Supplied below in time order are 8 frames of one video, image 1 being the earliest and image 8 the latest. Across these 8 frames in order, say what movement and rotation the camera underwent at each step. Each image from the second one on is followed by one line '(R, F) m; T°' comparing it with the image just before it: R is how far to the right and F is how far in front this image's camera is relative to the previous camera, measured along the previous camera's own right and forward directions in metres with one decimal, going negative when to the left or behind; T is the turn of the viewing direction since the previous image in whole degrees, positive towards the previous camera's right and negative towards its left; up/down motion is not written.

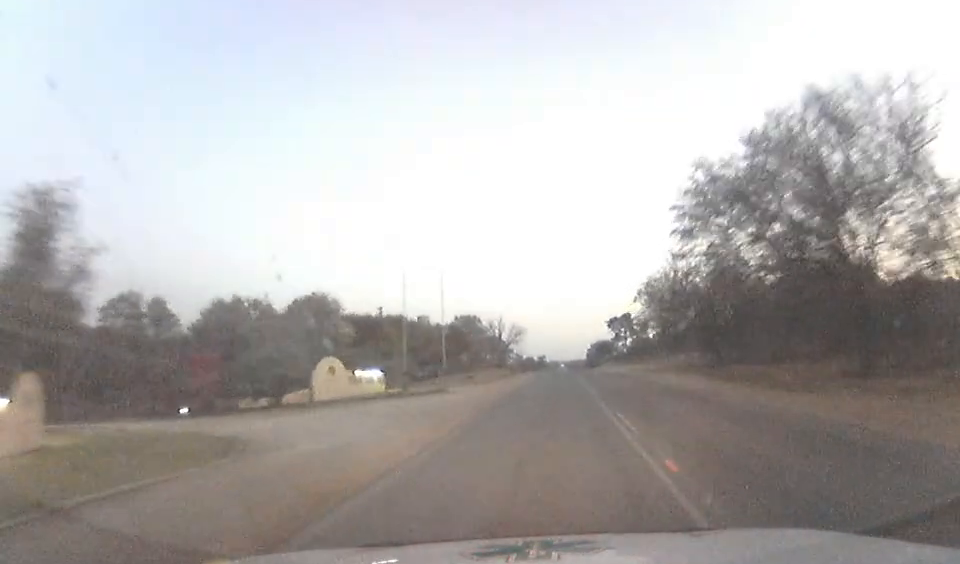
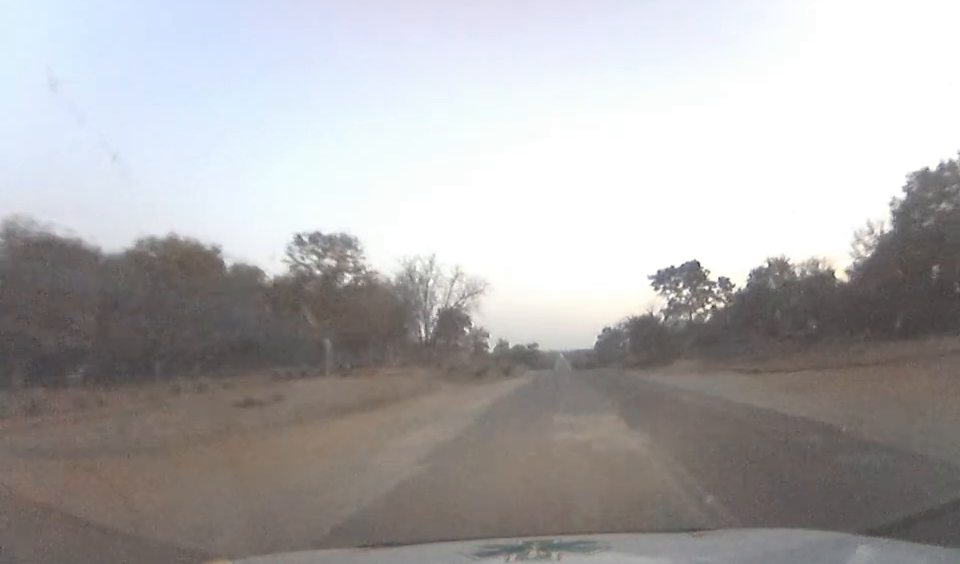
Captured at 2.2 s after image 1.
(0.0, +68.2) m; 0°
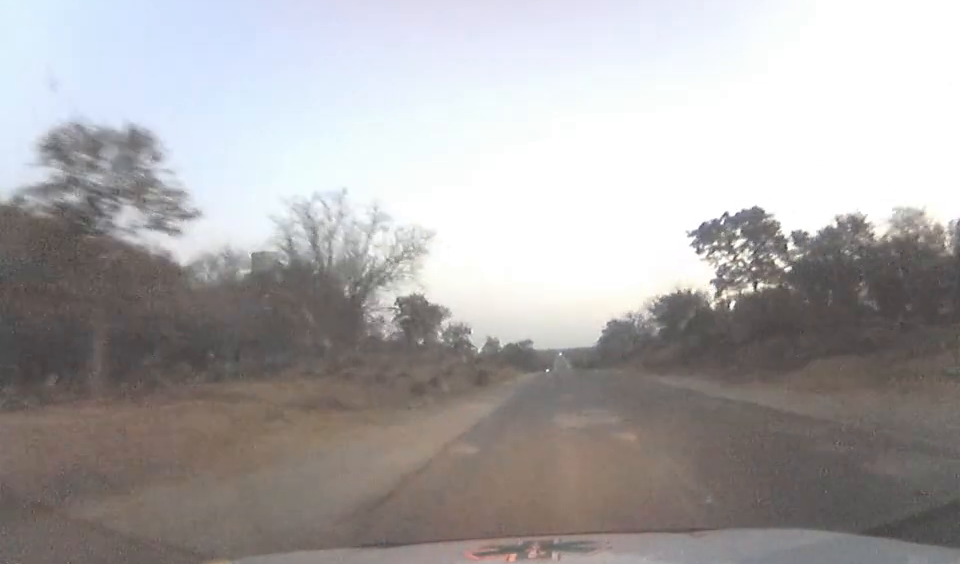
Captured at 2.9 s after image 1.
(0.0, +23.2) m; 0°
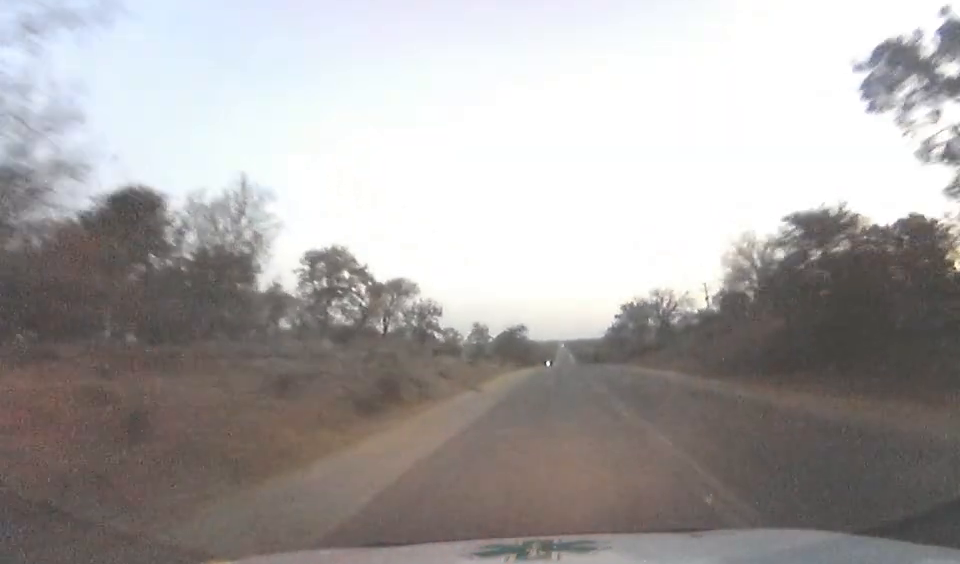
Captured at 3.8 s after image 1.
(0.0, +27.6) m; 0°
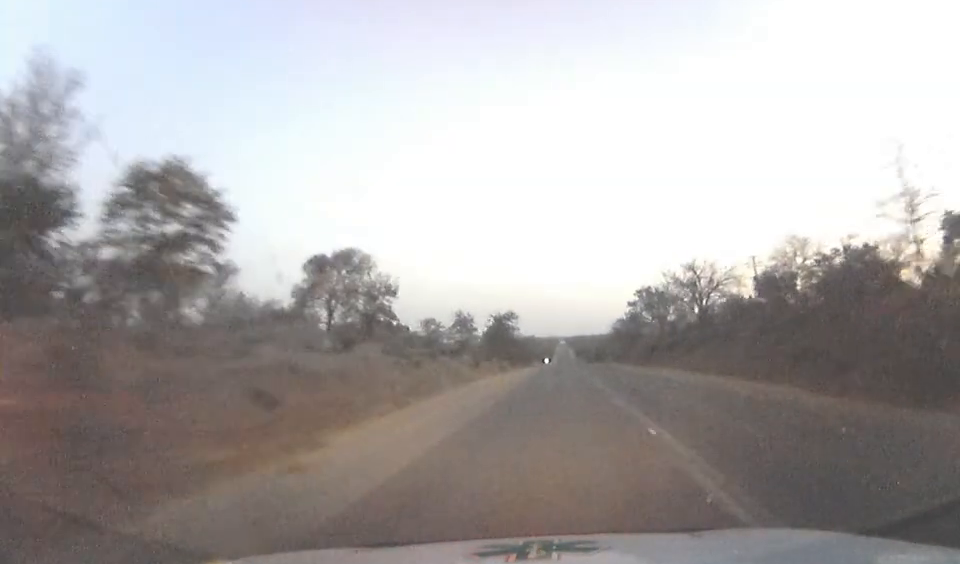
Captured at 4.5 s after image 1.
(0.0, +21.4) m; 0°
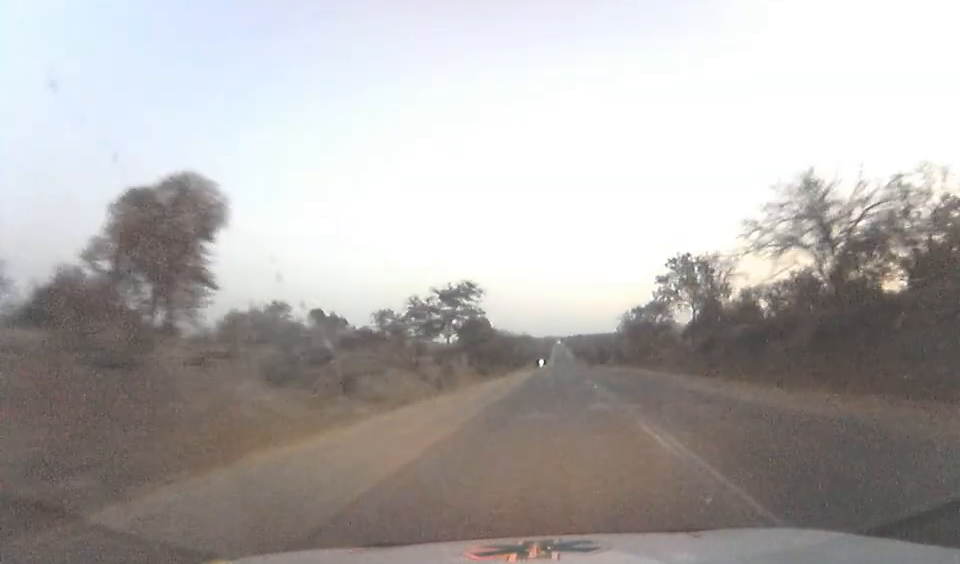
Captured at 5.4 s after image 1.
(0.0, +30.4) m; 0°
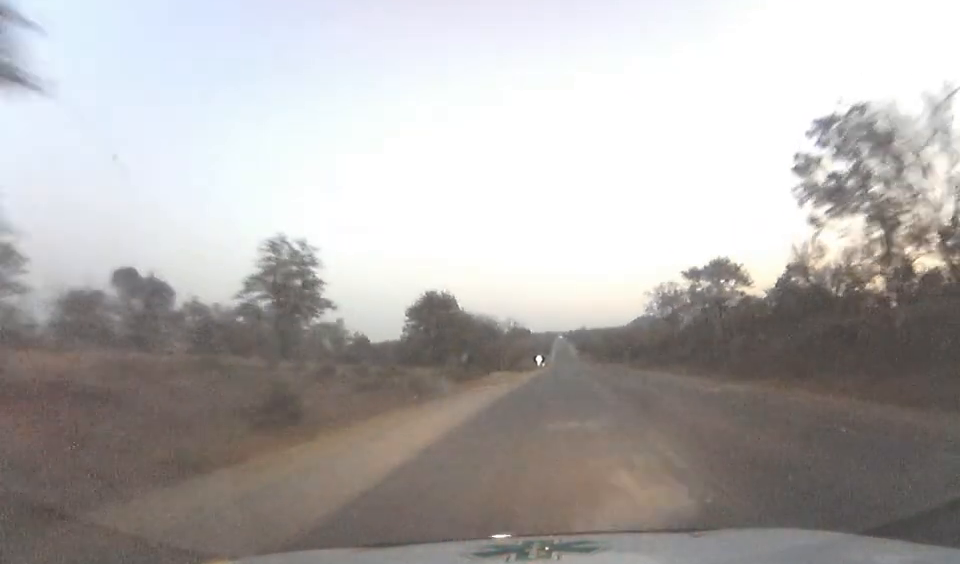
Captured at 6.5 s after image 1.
(0.0, +37.6) m; 0°
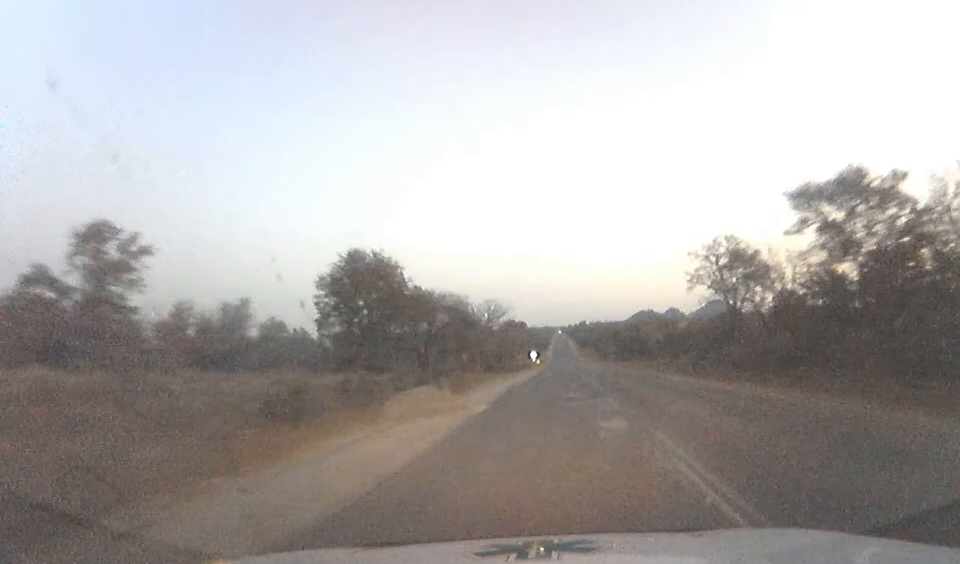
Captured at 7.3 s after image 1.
(+0.1, +26.9) m; 0°
